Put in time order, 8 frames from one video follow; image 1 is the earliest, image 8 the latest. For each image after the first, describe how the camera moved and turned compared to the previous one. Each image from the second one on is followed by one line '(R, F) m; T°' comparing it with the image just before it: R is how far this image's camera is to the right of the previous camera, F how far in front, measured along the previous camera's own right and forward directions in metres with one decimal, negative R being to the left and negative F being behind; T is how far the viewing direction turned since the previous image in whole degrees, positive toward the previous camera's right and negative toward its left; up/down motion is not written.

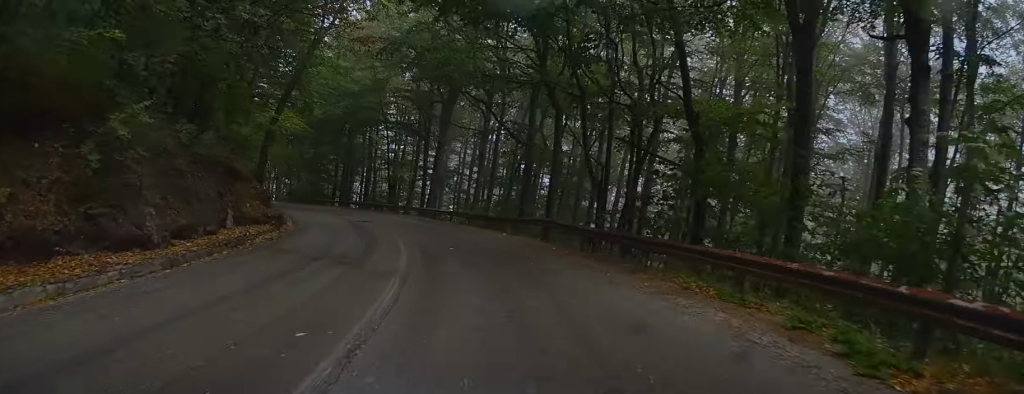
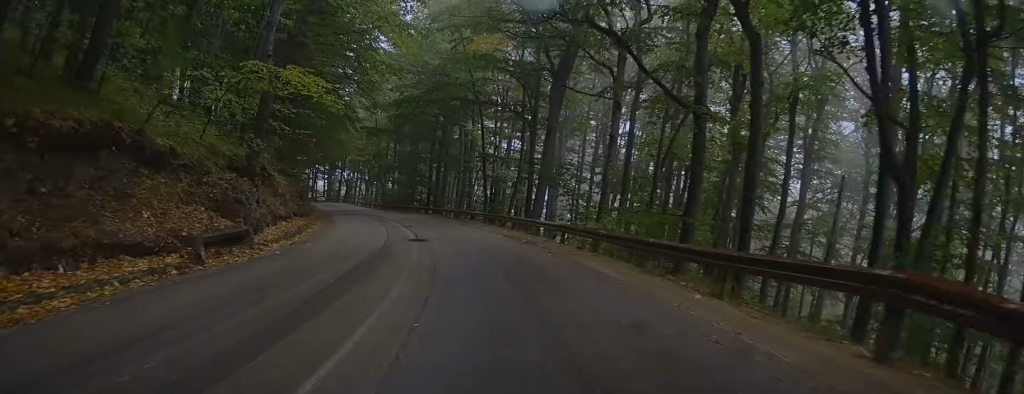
(-1.7, +14.6) m; -10°
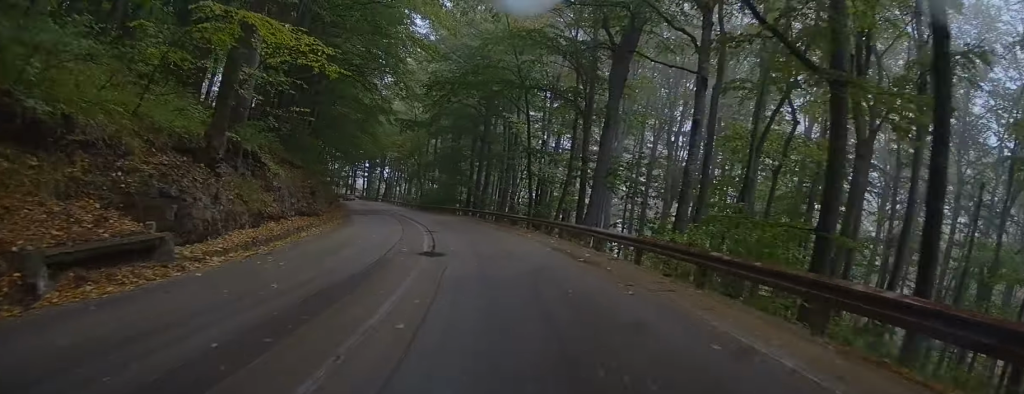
(-0.1, +6.1) m; -3°
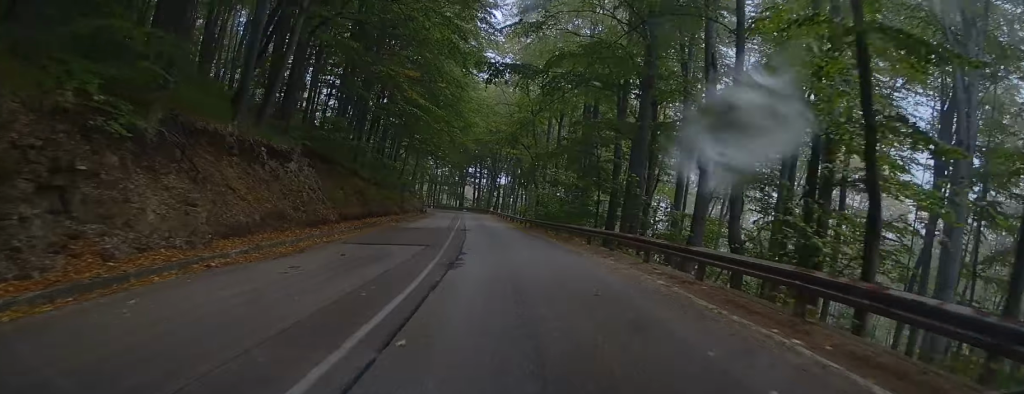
(-3.0, +26.4) m; -14°
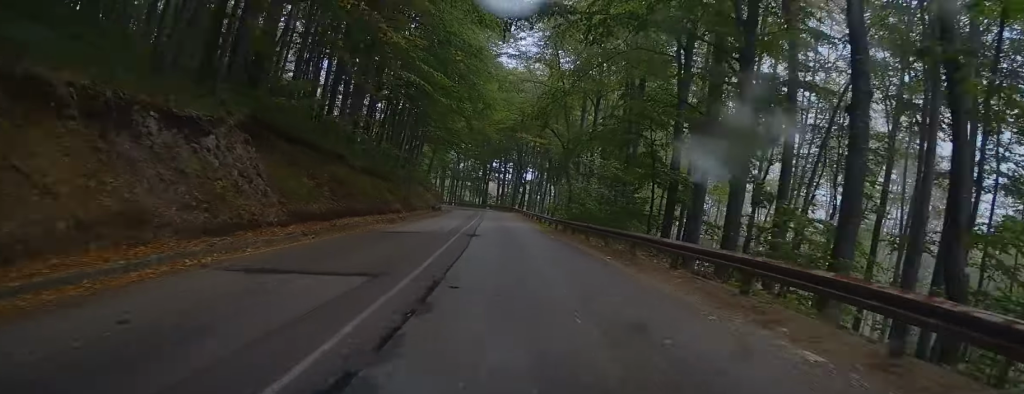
(-0.5, +8.8) m; -2°
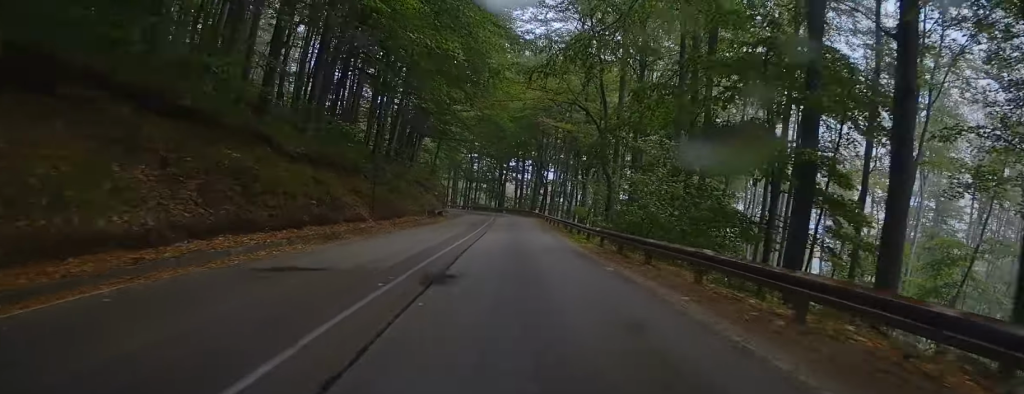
(-0.2, +12.7) m; 0°
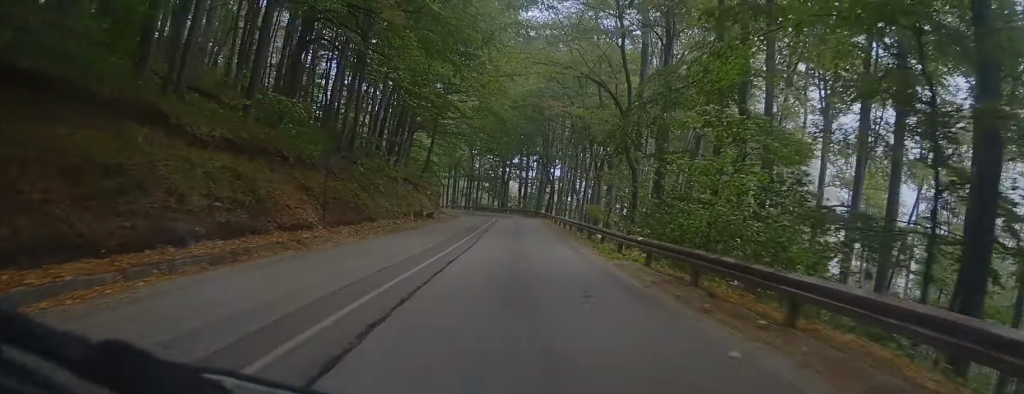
(0.0, +7.4) m; 0°
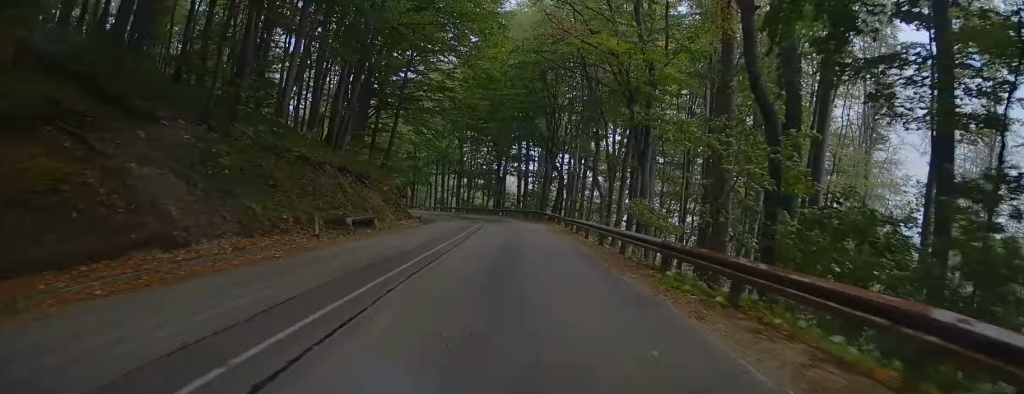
(+0.2, +17.5) m; 0°
